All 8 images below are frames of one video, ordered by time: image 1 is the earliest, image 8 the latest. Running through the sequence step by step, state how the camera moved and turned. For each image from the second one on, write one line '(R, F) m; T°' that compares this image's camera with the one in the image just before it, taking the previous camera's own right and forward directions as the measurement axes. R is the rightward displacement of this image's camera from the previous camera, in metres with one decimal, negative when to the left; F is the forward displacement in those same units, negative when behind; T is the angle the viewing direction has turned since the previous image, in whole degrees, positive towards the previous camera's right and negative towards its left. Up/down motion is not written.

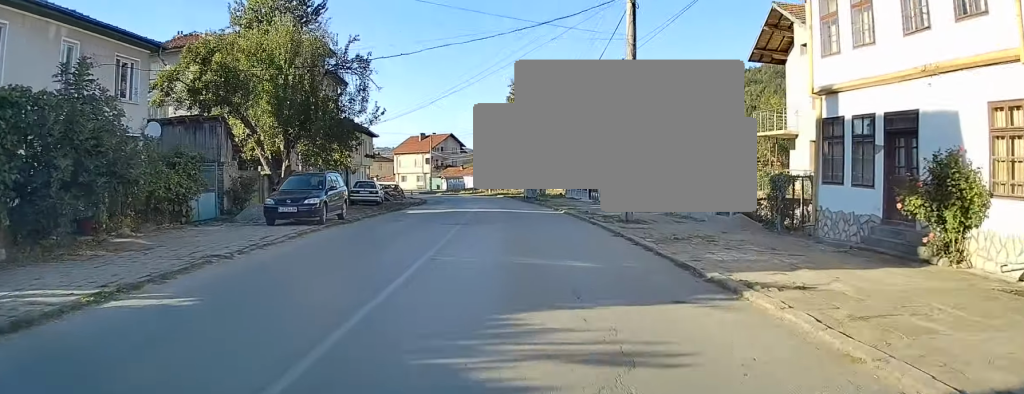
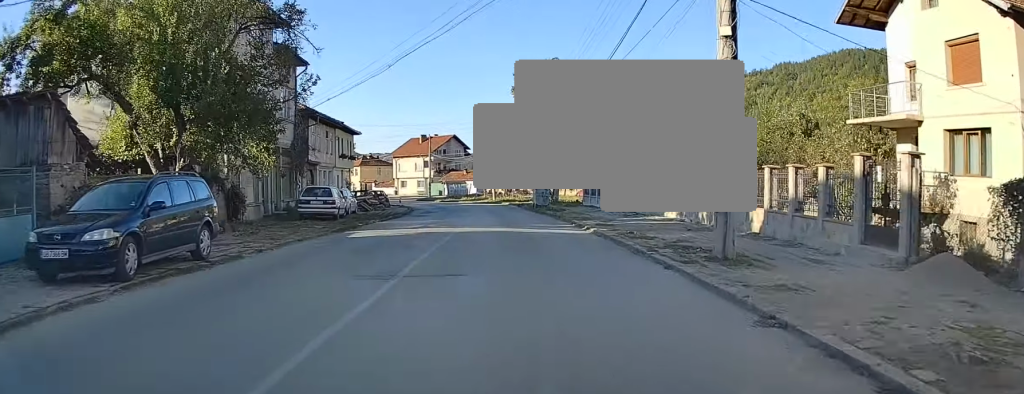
(-0.1, +10.3) m; -1°
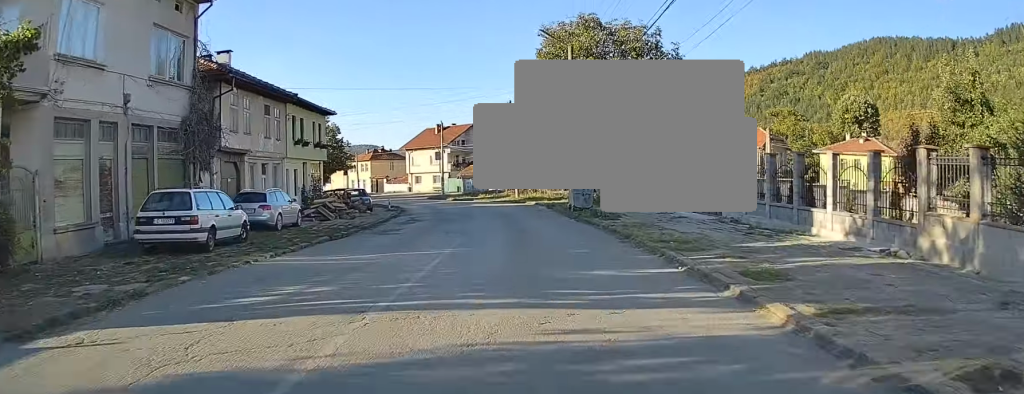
(-0.1, +14.3) m; -1°
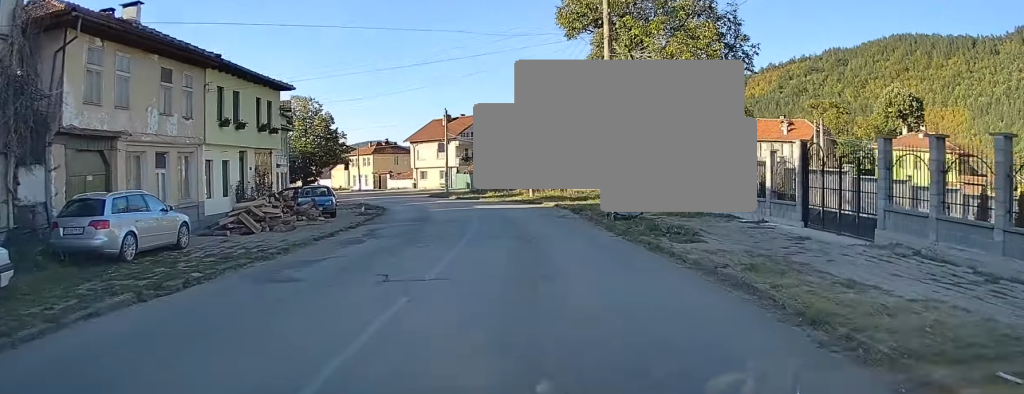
(-0.1, +10.2) m; -1°
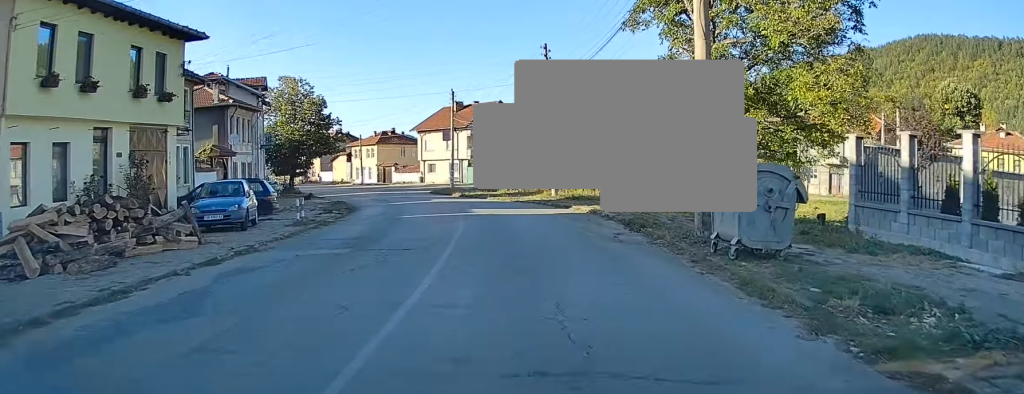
(-0.2, +11.0) m; -2°
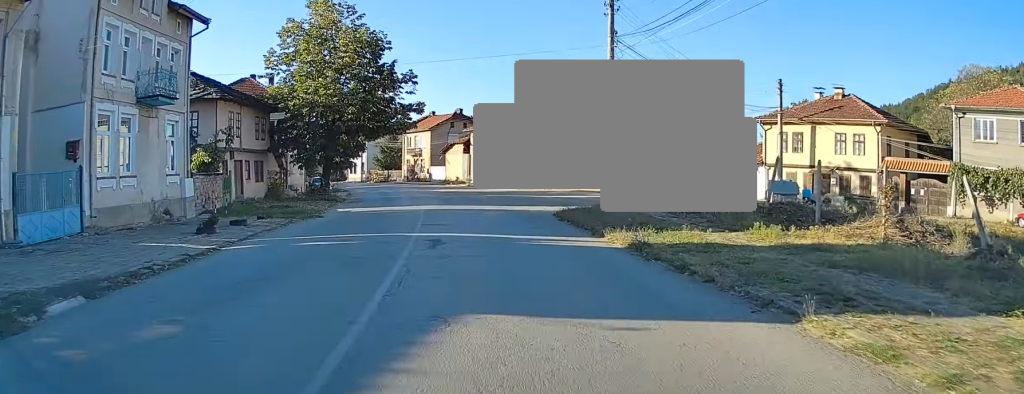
(-3.1, +33.8) m; -13°
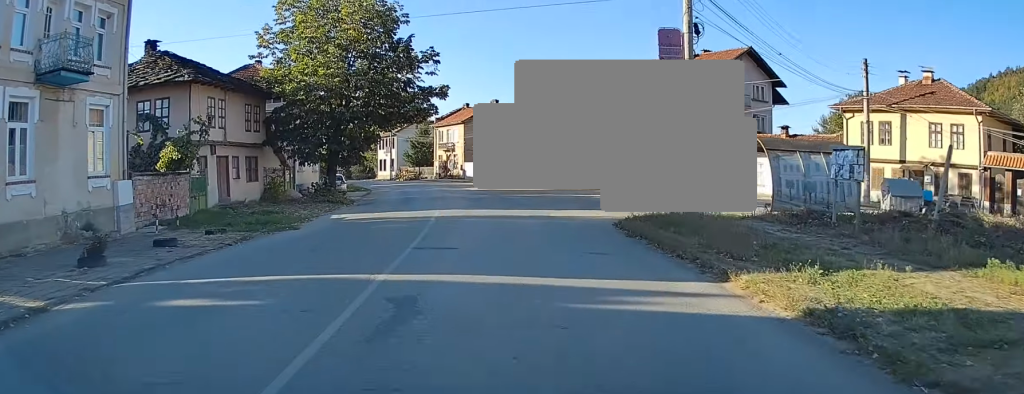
(-0.4, +7.1) m; -3°
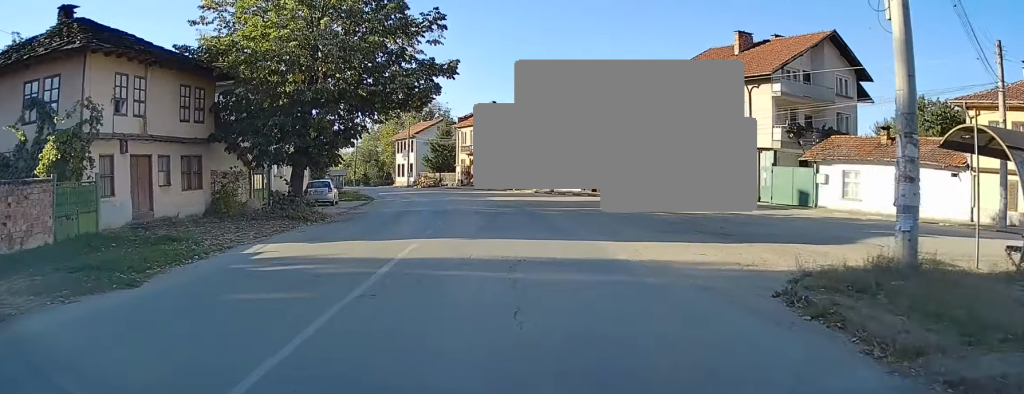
(-0.4, +10.0) m; -4°
